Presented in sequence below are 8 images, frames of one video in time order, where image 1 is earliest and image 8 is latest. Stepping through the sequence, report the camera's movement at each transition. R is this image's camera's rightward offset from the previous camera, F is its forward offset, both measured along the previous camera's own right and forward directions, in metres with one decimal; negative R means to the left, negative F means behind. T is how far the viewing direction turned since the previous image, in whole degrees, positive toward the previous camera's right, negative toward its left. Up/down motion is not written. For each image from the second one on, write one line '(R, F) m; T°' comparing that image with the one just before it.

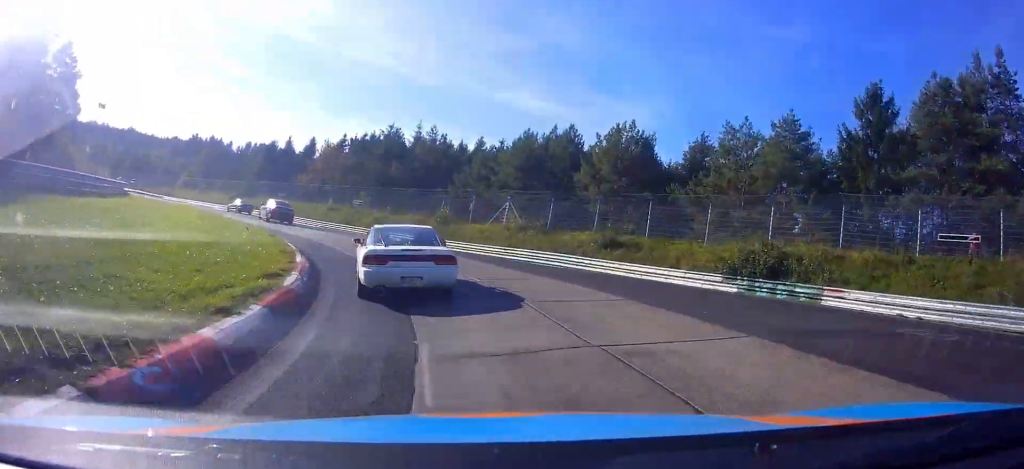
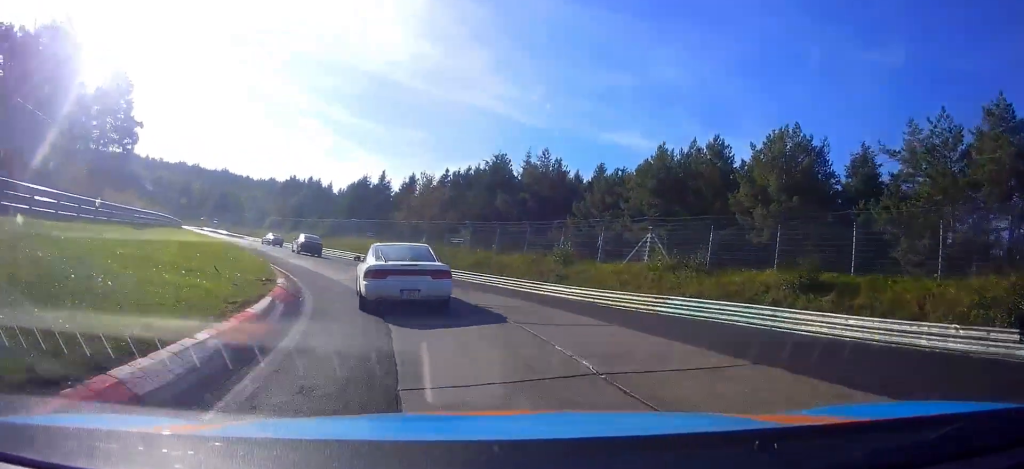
(-0.6, +11.9) m; -3°
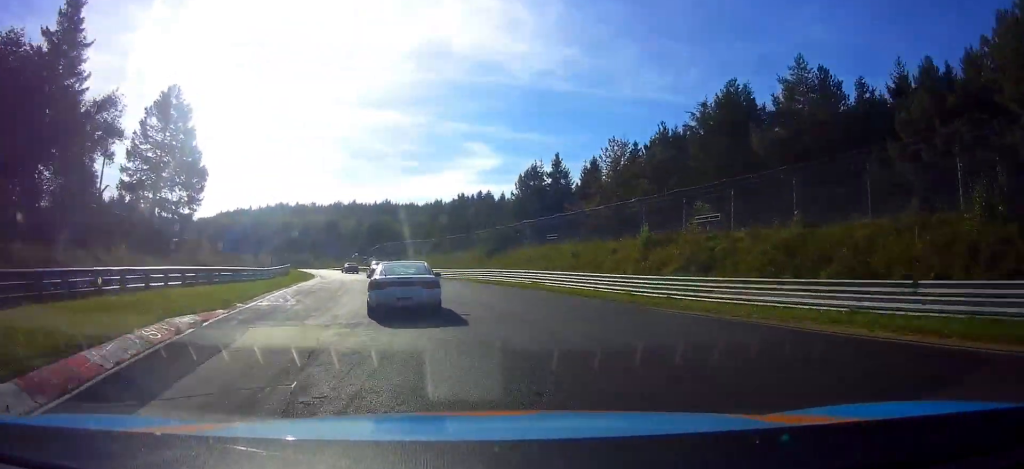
(-0.9, +23.7) m; -9°
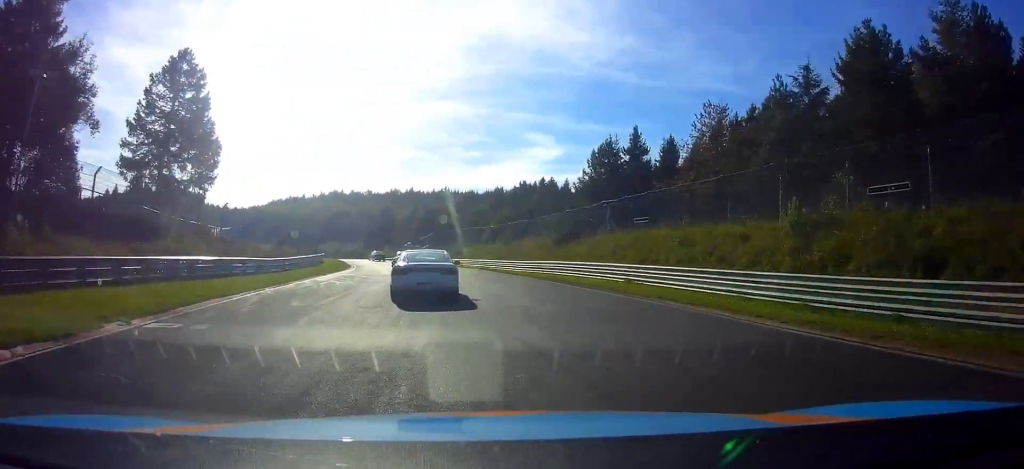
(-0.8, +9.2) m; -7°
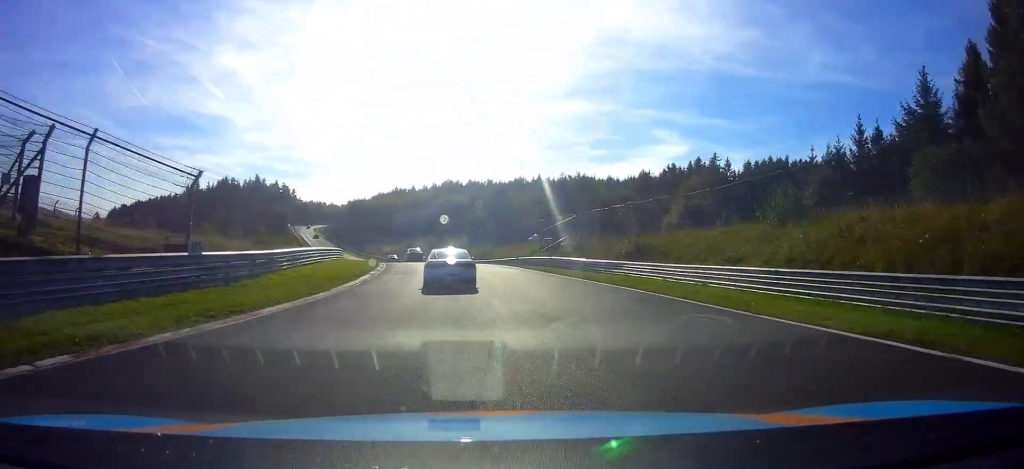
(-8.6, +31.2) m; -32°
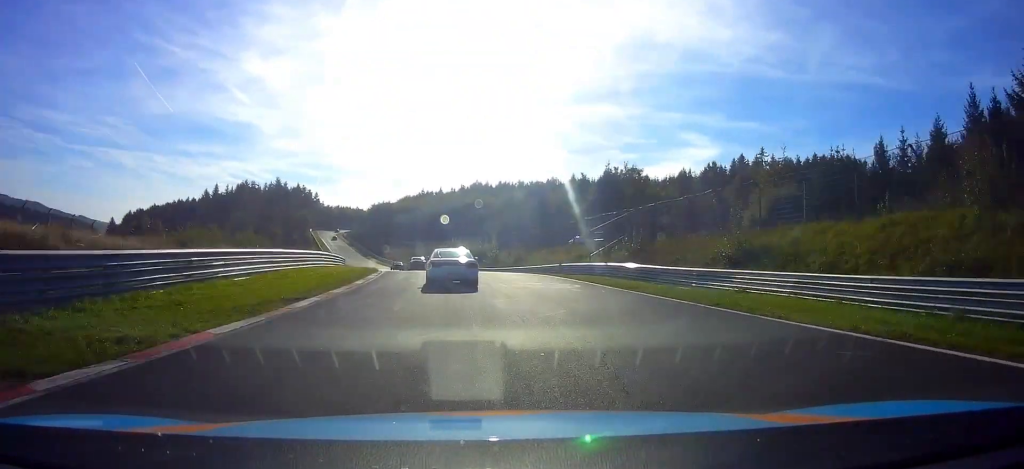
(-0.9, +7.9) m; -6°
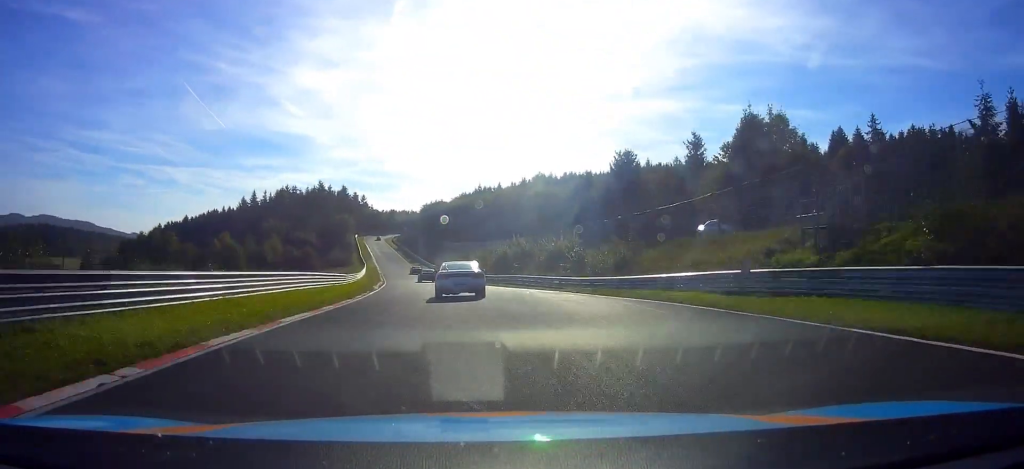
(-1.5, +15.9) m; -13°
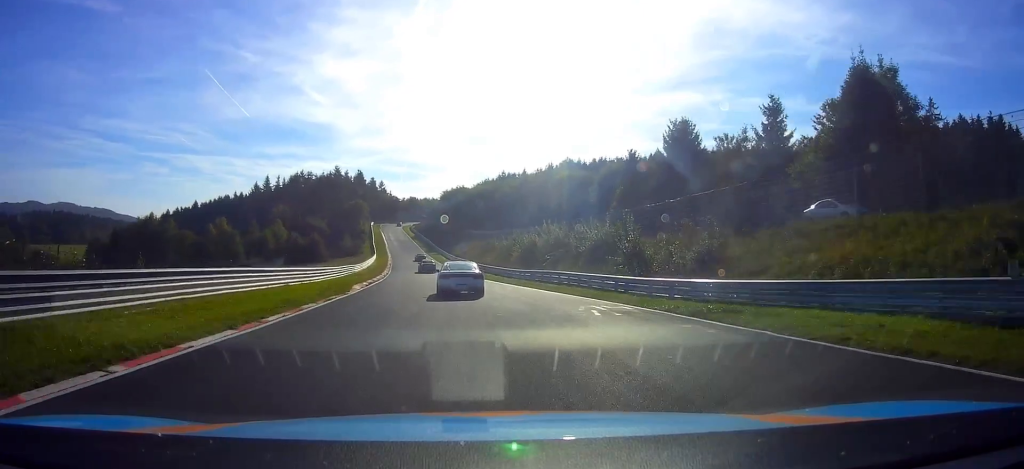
(+0.1, +7.9) m; -6°
